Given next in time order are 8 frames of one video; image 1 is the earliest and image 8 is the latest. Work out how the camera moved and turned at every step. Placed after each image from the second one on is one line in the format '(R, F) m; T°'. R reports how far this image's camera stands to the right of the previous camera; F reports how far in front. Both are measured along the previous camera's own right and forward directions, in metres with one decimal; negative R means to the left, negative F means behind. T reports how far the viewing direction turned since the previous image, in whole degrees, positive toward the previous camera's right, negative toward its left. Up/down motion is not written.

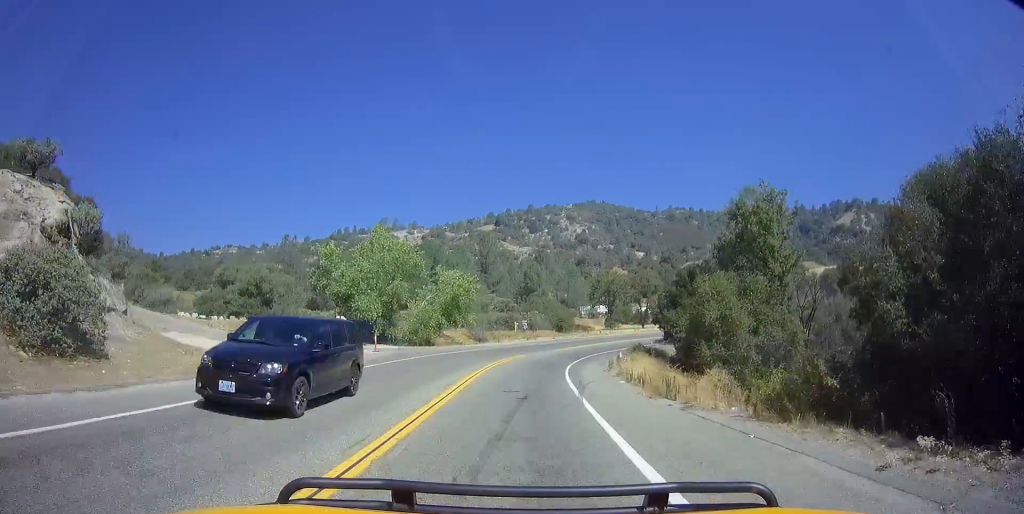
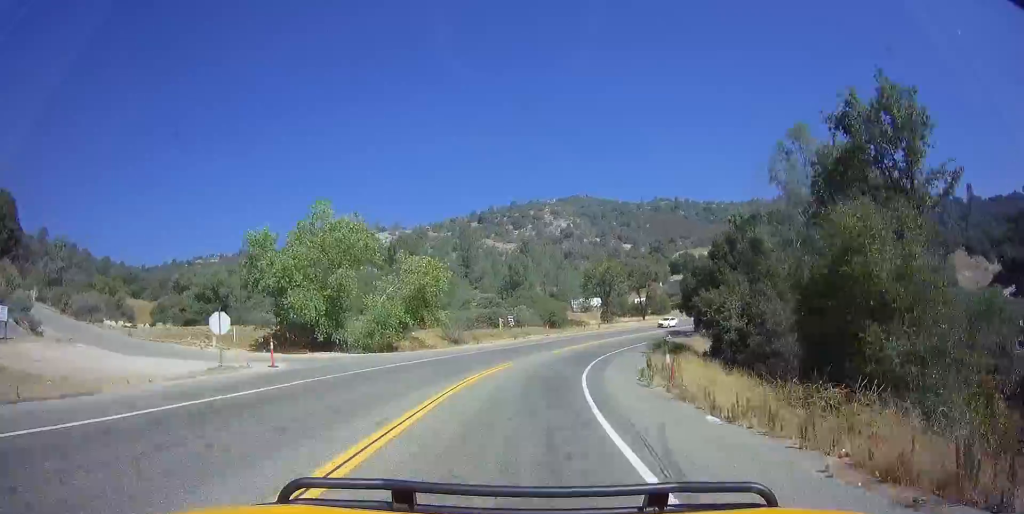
(+0.4, +12.7) m; +6°
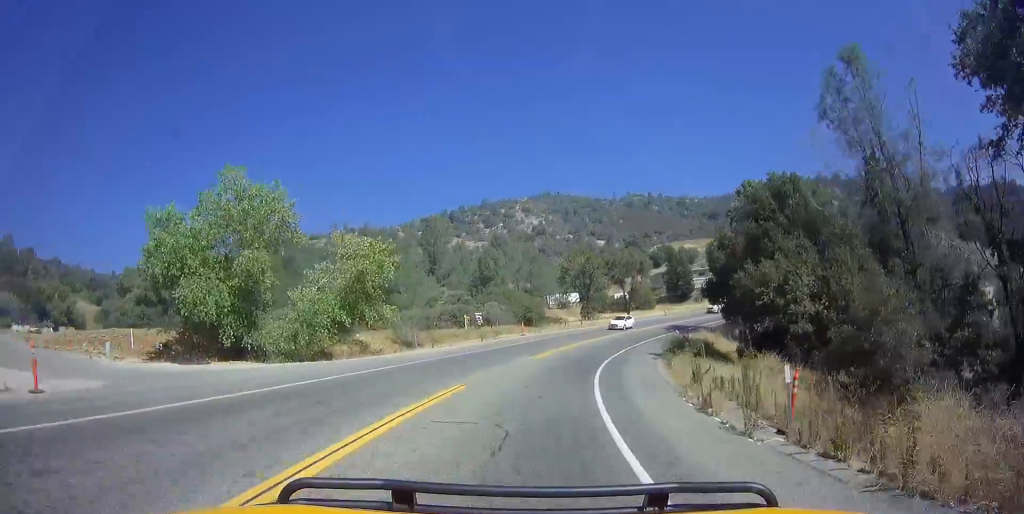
(+0.8, +10.7) m; +7°
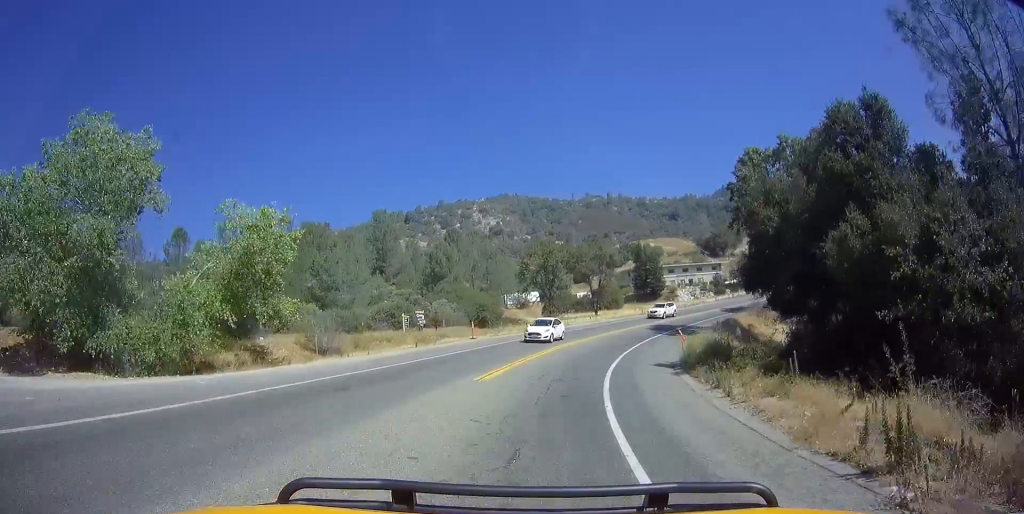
(+0.4, +10.5) m; +8°
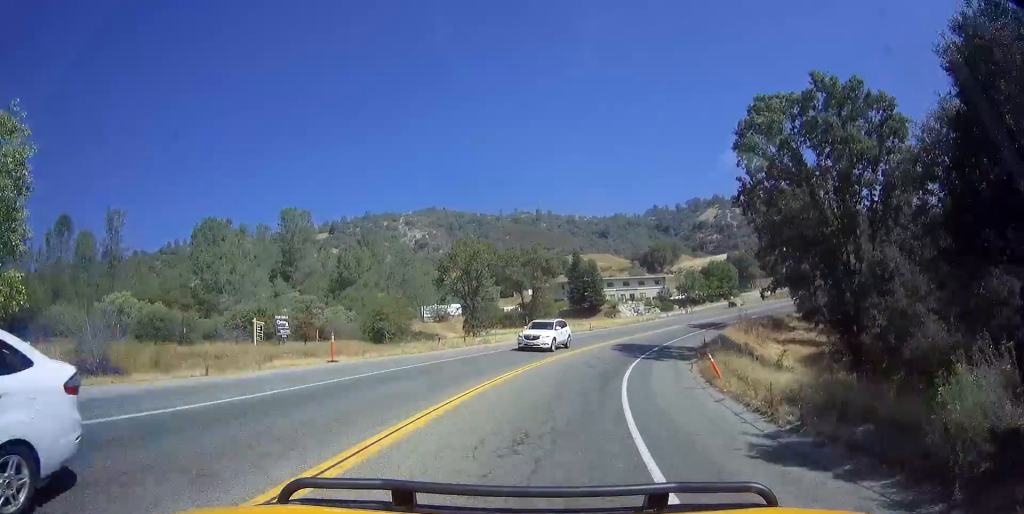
(+1.4, +14.4) m; +12°
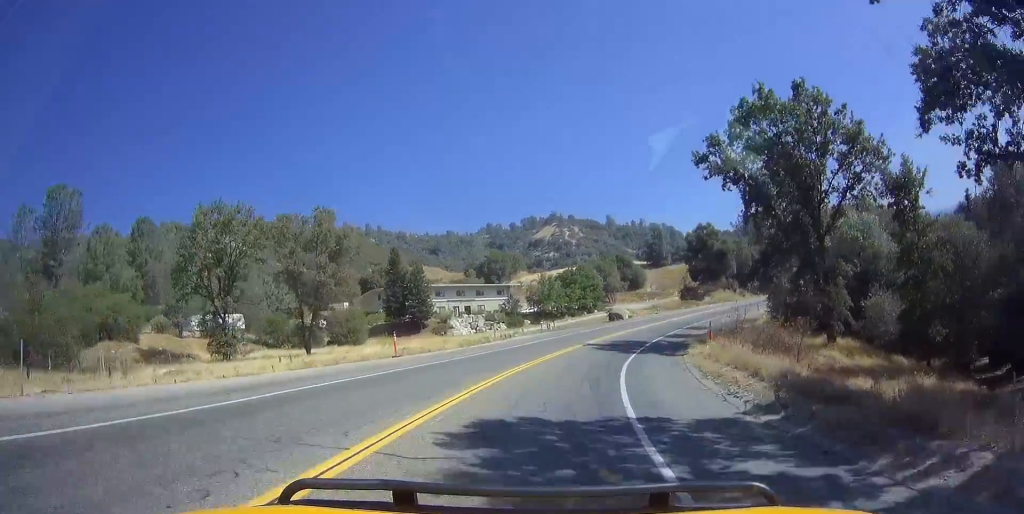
(+3.7, +27.4) m; +14°
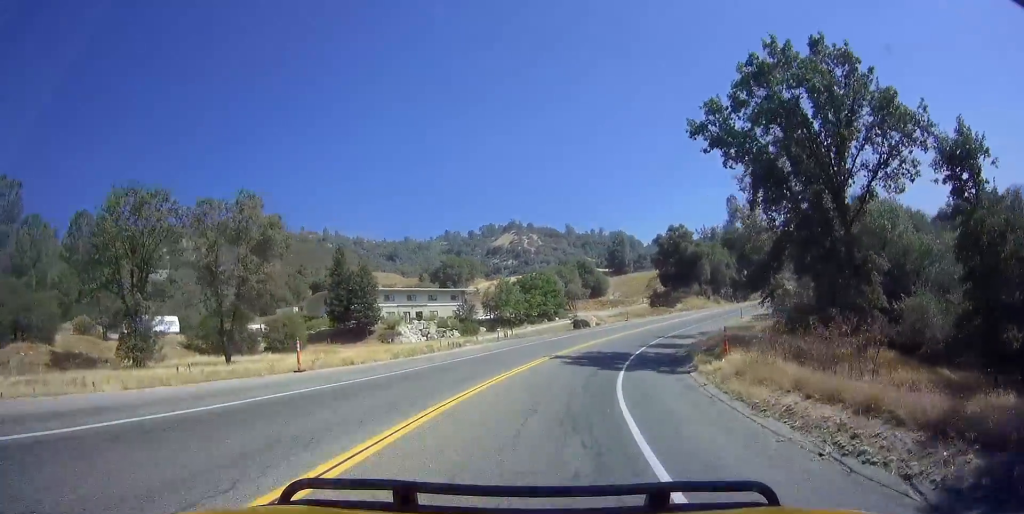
(-0.4, +6.8) m; +4°
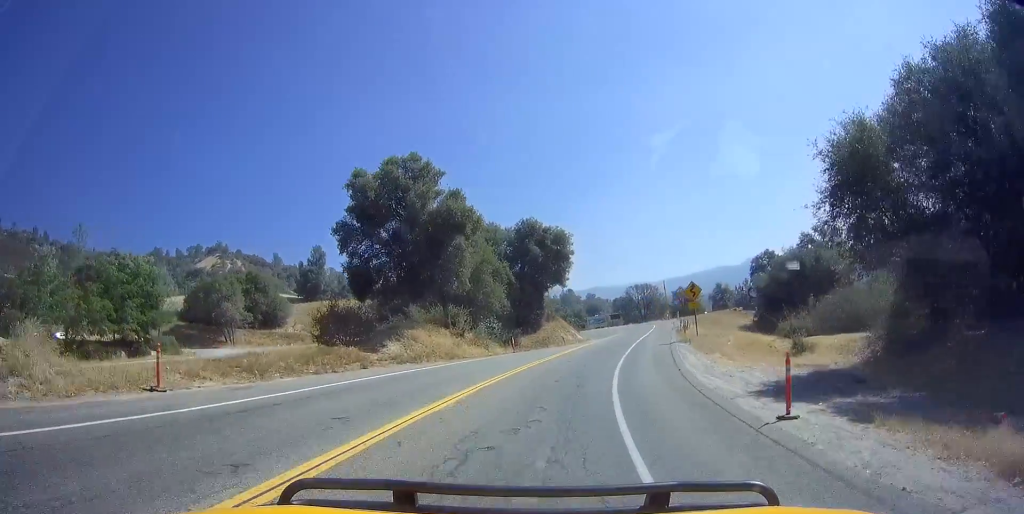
(+13.7, +46.3) m; +27°
